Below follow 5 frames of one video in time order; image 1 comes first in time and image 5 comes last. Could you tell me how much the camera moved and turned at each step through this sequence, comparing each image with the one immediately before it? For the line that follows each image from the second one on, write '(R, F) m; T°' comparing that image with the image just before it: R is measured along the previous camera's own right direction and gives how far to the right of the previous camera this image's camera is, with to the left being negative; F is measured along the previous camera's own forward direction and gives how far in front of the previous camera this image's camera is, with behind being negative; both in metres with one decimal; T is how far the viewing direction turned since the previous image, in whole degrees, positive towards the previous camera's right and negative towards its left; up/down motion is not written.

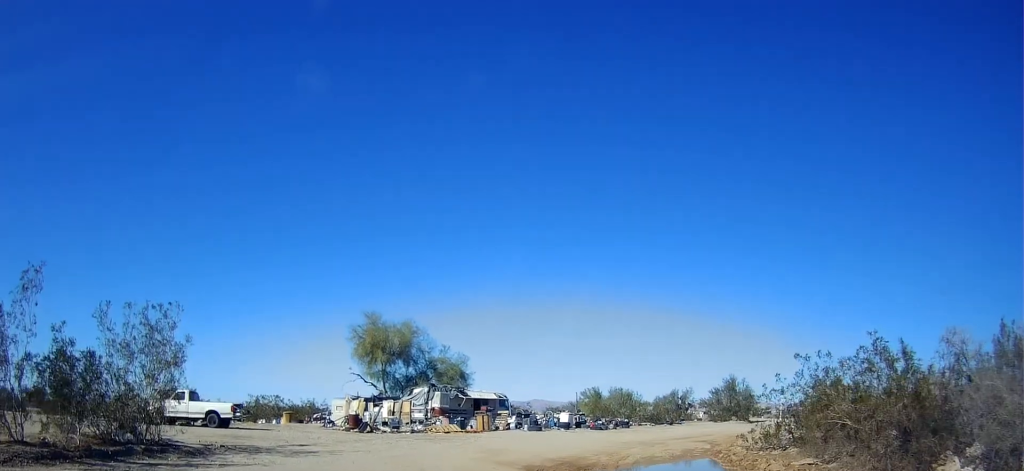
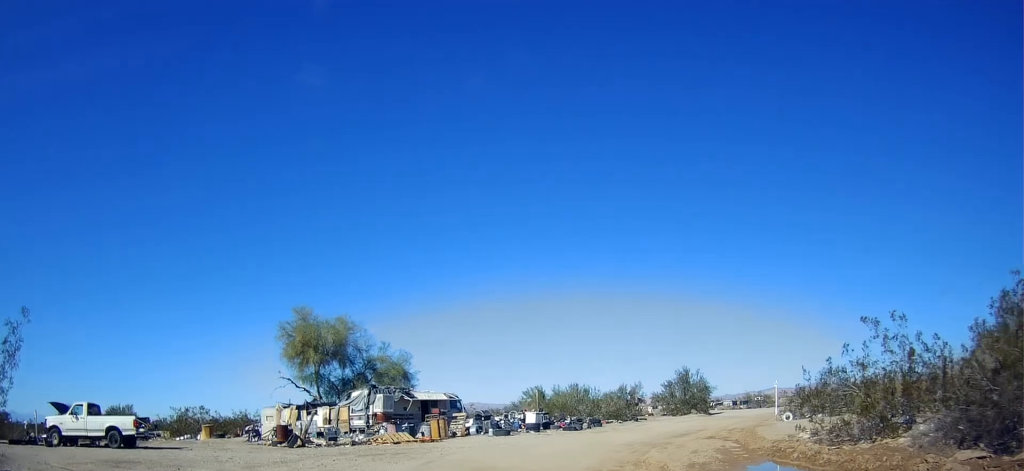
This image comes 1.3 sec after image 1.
(+0.7, +6.0) m; +4°
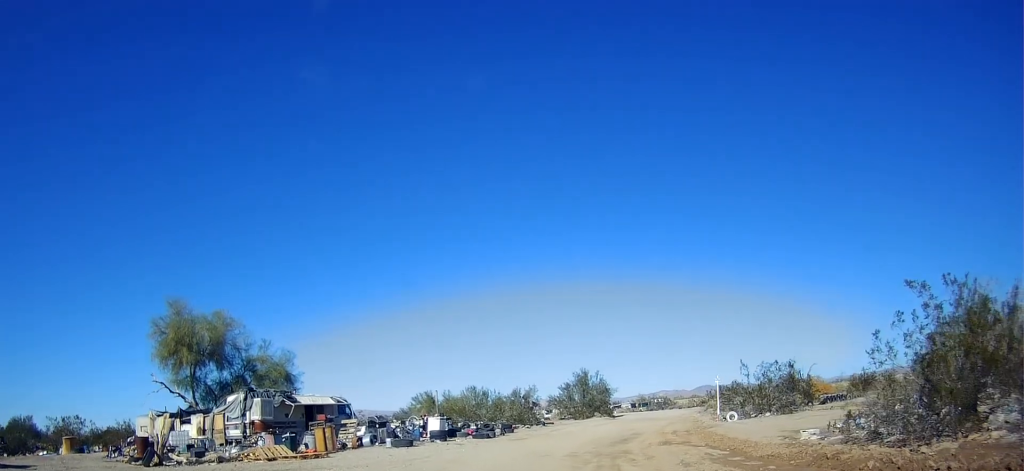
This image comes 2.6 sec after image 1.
(-0.3, +5.4) m; +12°
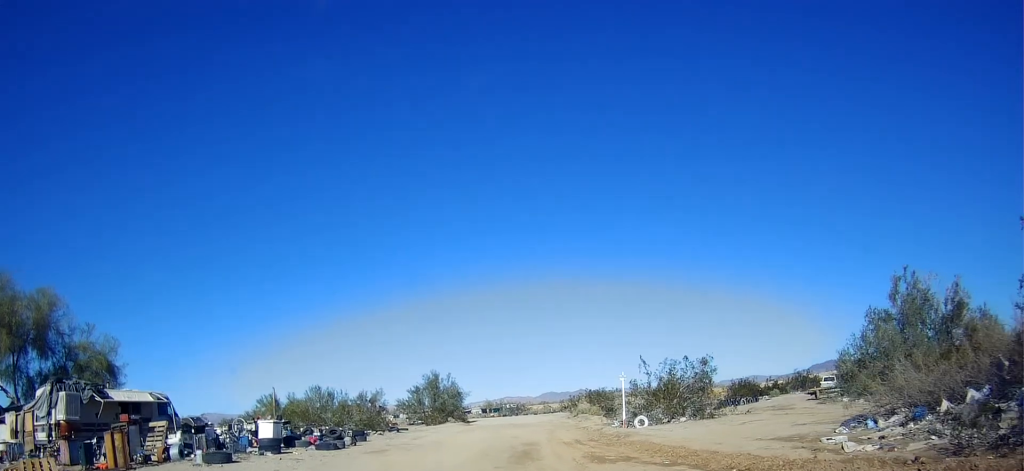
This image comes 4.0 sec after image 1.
(+1.2, +6.9) m; +14°
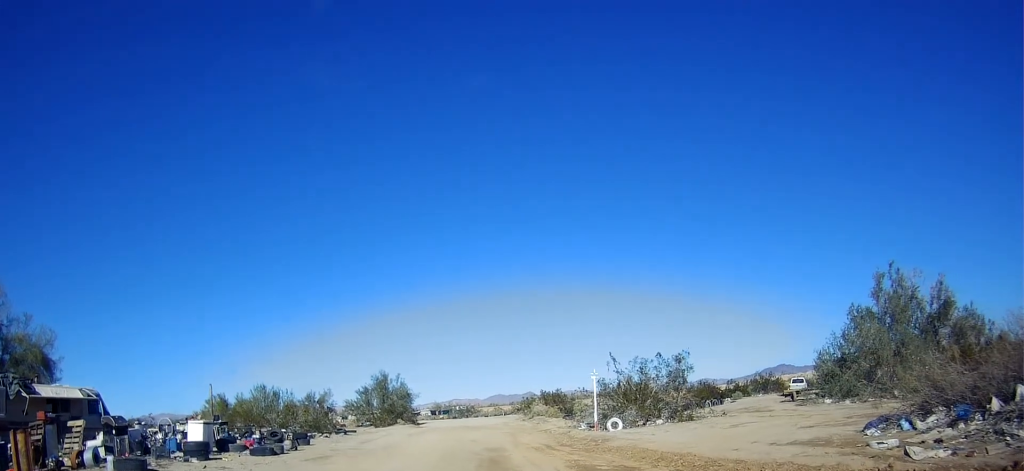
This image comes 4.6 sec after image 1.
(-0.3, +2.7) m; +6°
